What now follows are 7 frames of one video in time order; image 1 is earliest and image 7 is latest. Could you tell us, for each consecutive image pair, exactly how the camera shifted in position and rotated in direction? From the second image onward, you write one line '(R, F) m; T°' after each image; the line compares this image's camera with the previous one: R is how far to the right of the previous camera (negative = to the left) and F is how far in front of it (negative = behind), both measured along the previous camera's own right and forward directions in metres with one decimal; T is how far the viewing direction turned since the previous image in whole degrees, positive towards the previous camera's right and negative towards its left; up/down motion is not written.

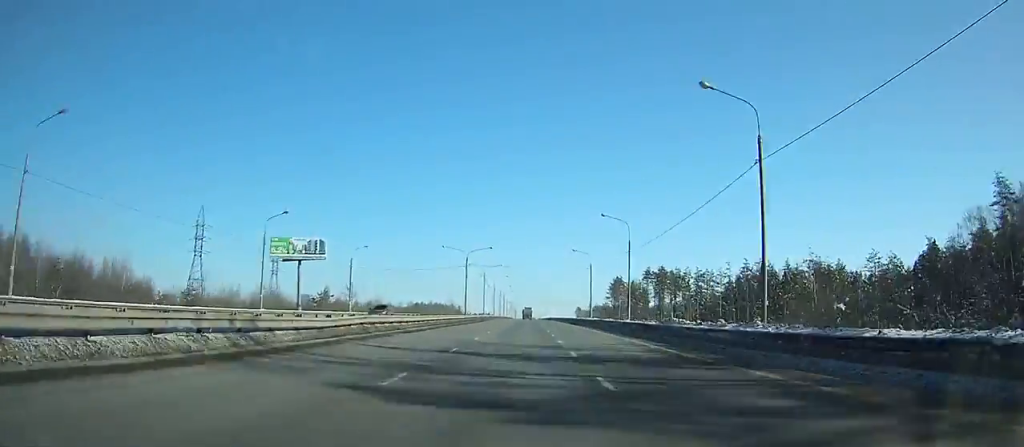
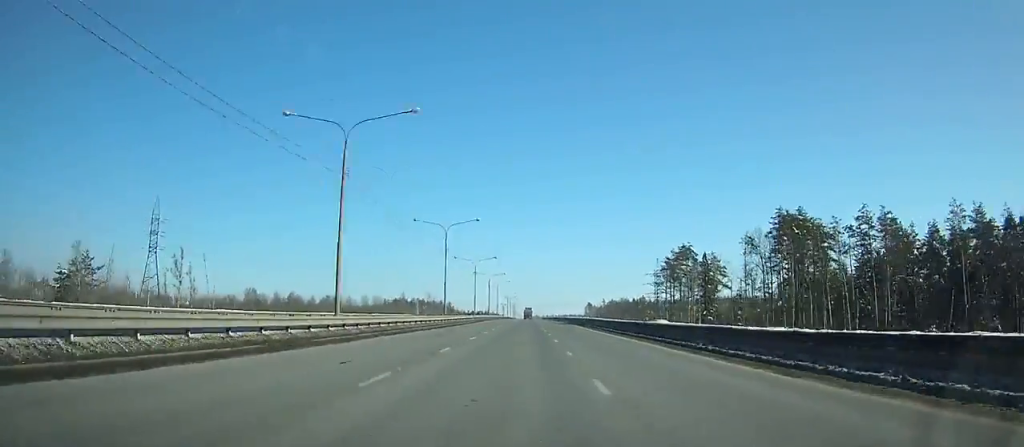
(0.0, +89.9) m; 0°
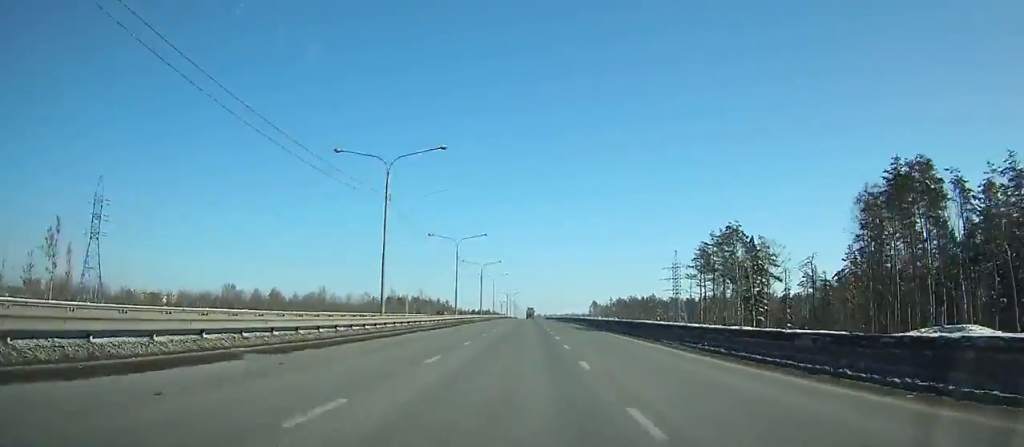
(-0.1, +27.1) m; 0°
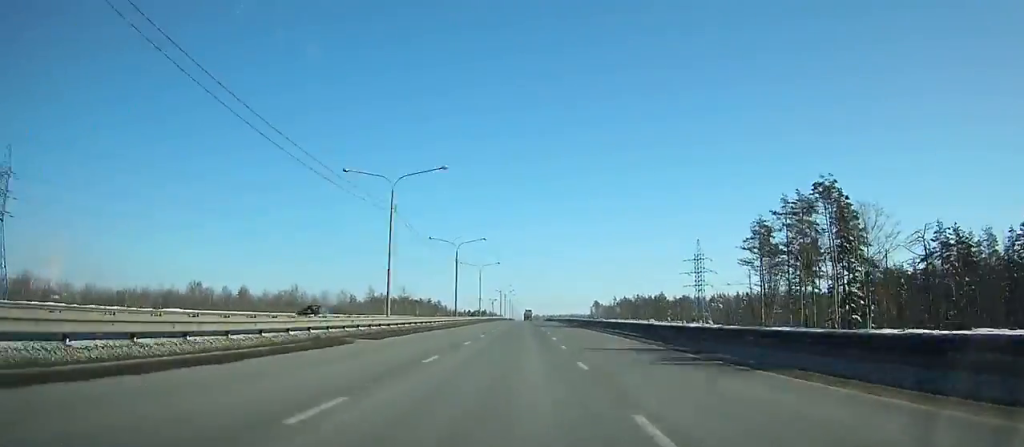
(-0.1, +33.3) m; 0°
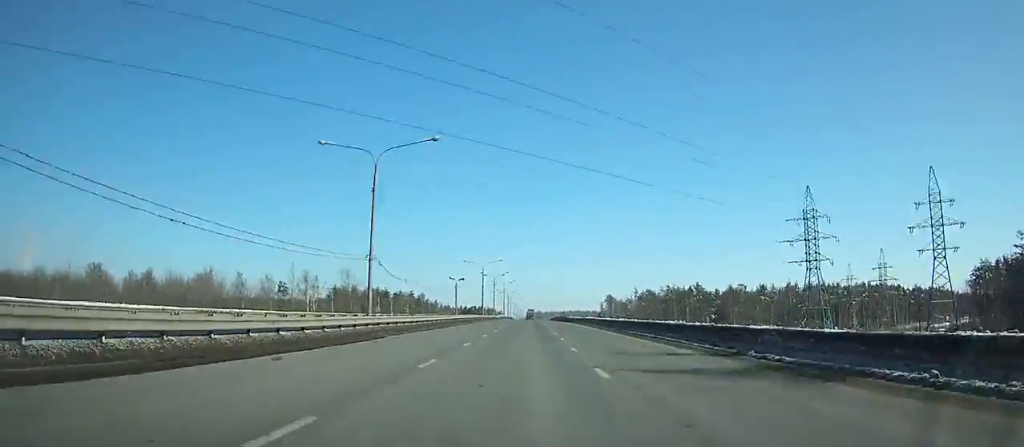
(+0.1, +75.3) m; 0°
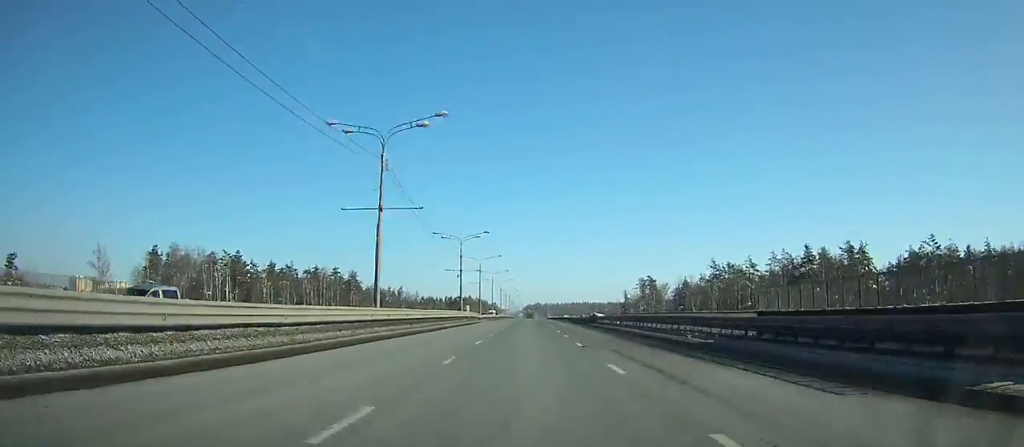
(-0.4, +145.4) m; 0°
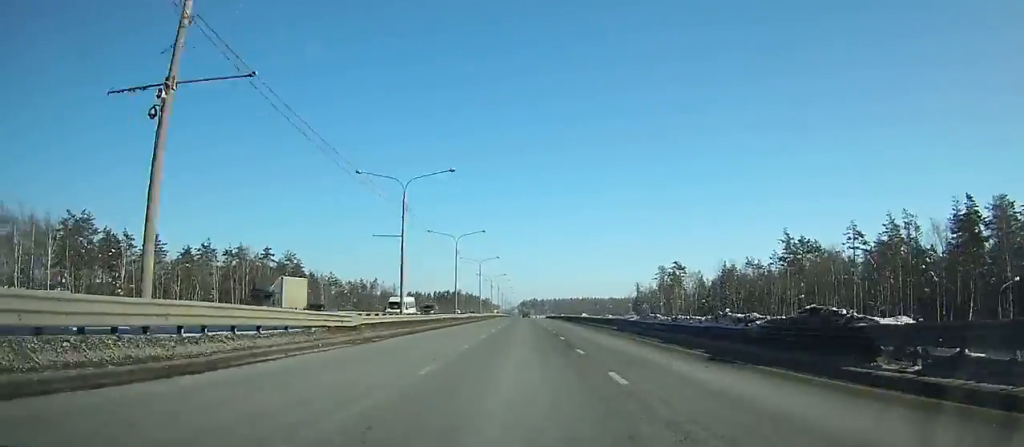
(-0.1, +59.4) m; 0°
